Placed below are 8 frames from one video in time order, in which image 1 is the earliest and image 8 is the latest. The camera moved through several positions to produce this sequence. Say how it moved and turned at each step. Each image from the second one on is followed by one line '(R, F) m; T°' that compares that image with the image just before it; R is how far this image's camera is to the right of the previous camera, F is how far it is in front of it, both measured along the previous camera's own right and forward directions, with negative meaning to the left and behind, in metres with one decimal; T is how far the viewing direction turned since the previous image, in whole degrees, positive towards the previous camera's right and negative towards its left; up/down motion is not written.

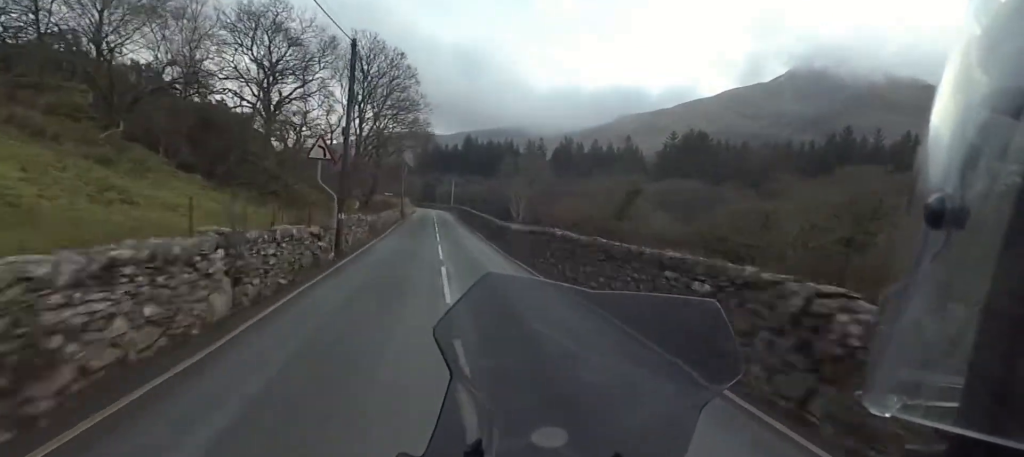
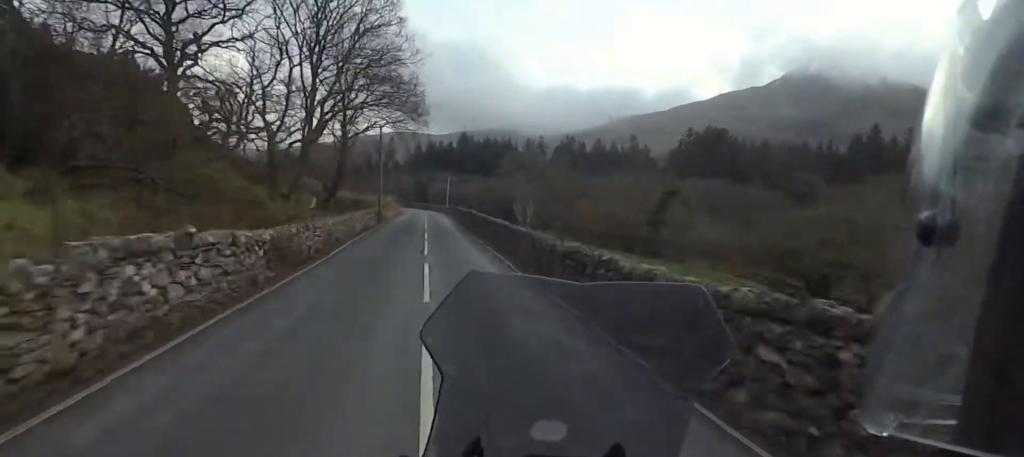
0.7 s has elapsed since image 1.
(0.0, +17.2) m; 0°
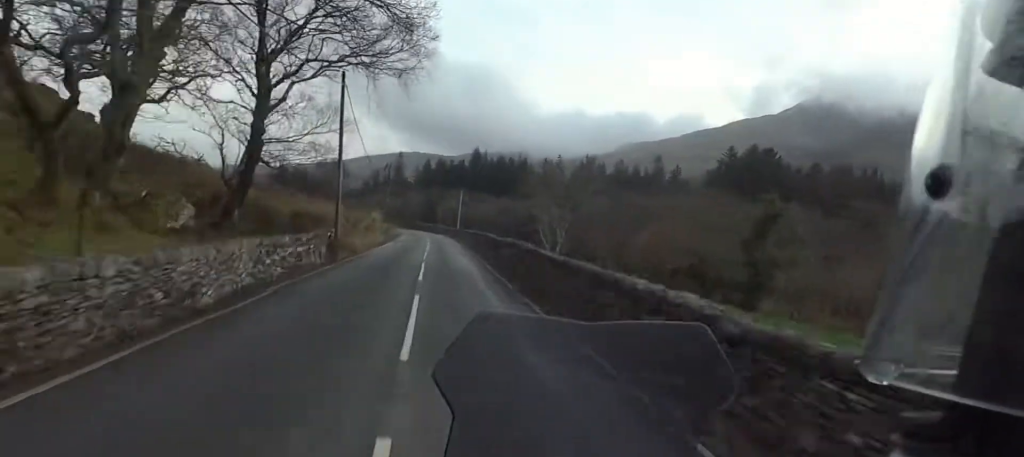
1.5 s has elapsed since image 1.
(+0.1, +20.8) m; 0°
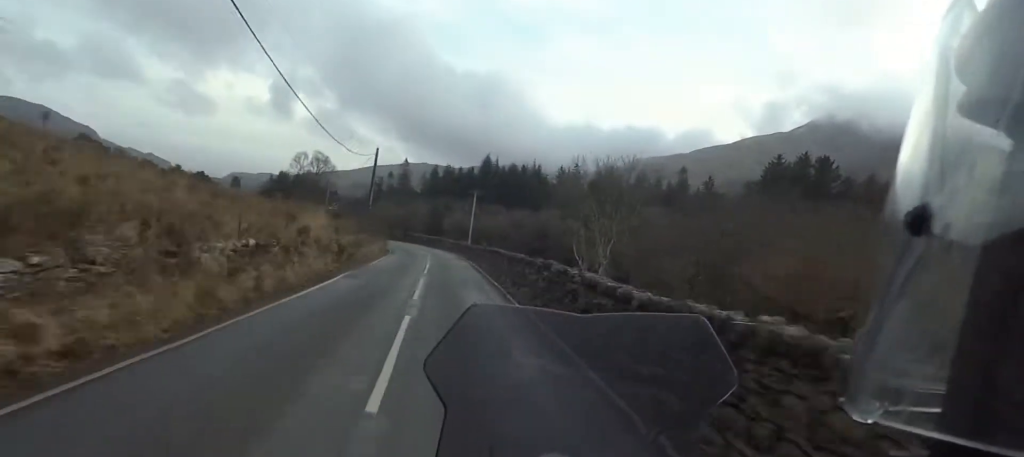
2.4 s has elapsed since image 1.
(+0.1, +20.1) m; -1°
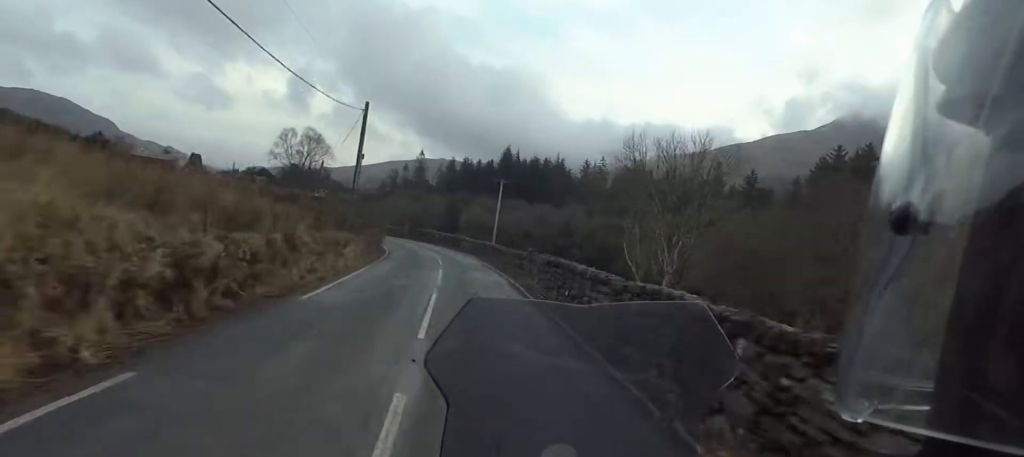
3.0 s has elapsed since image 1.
(+0.1, +14.8) m; -3°
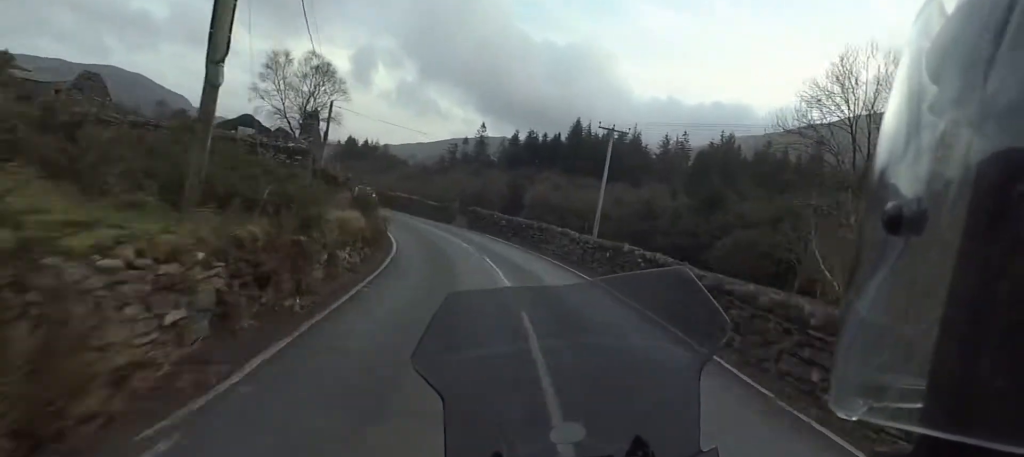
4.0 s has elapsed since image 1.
(-1.5, +21.9) m; -7°
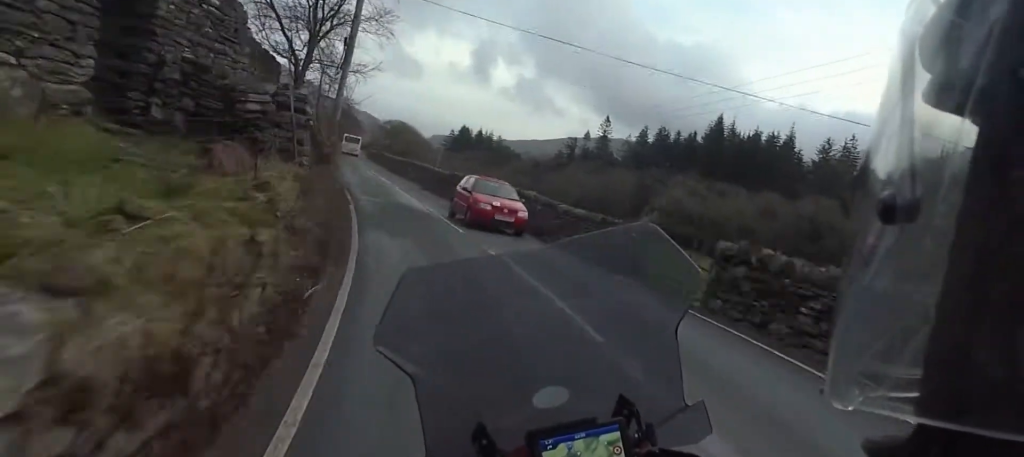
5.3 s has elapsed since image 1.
(-1.8, +24.1) m; -9°
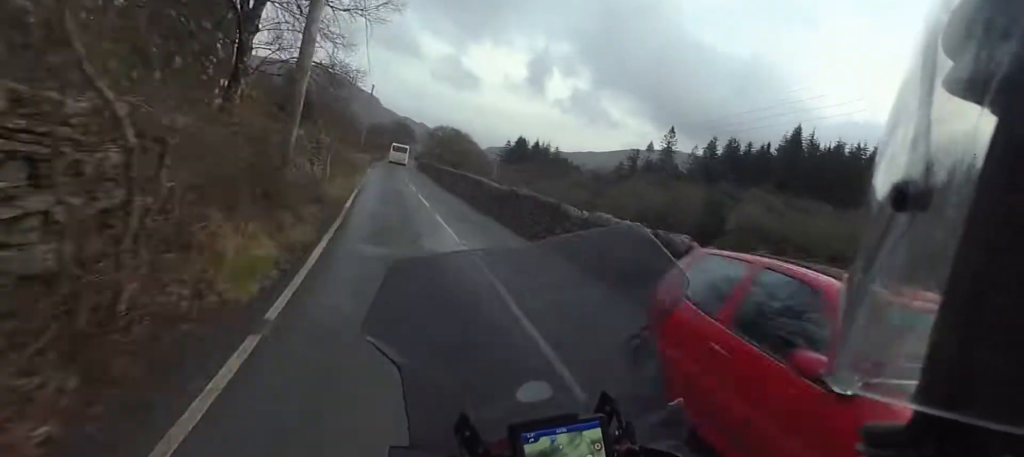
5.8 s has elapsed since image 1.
(-0.7, +11.1) m; -4°
